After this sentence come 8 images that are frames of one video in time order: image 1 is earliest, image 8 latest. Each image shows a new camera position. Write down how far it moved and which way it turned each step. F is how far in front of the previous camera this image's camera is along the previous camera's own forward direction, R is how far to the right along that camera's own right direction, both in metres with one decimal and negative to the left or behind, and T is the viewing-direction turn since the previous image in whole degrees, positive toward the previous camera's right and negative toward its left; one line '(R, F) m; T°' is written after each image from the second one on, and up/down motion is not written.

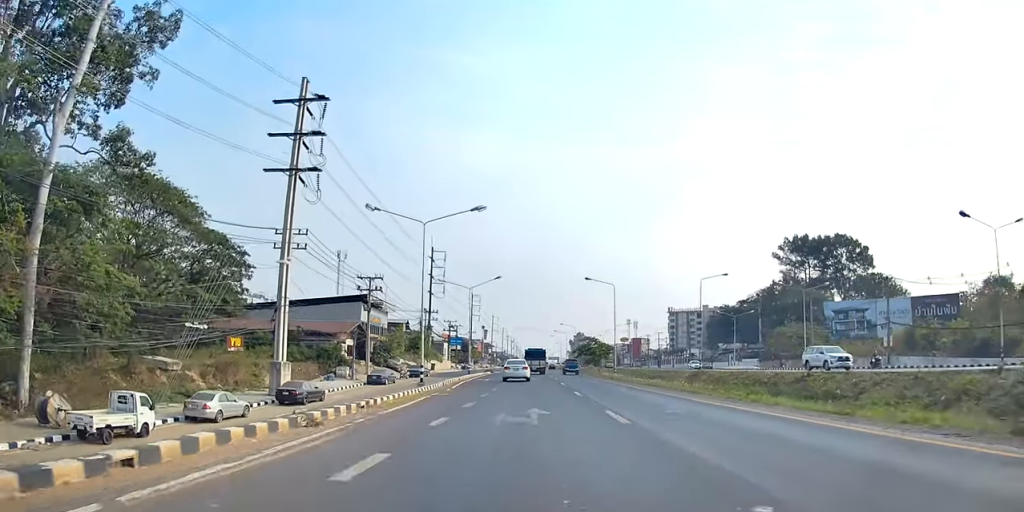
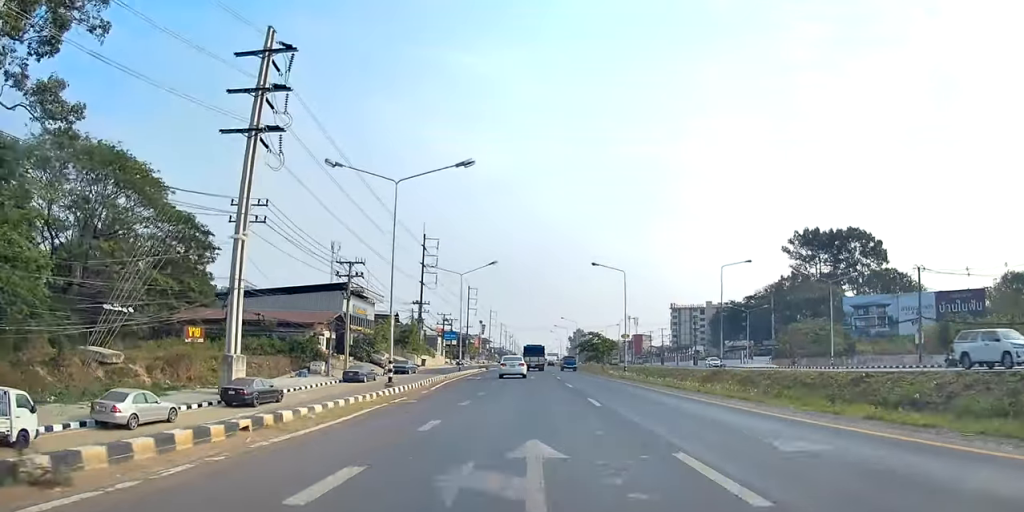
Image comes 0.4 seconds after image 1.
(-0.2, +7.7) m; -1°
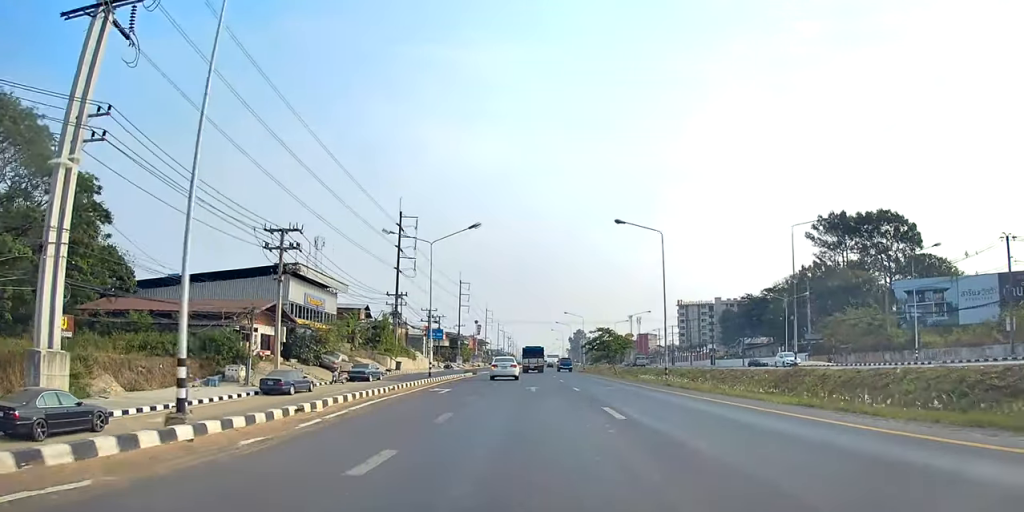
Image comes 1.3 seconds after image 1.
(-0.2, +16.4) m; -1°
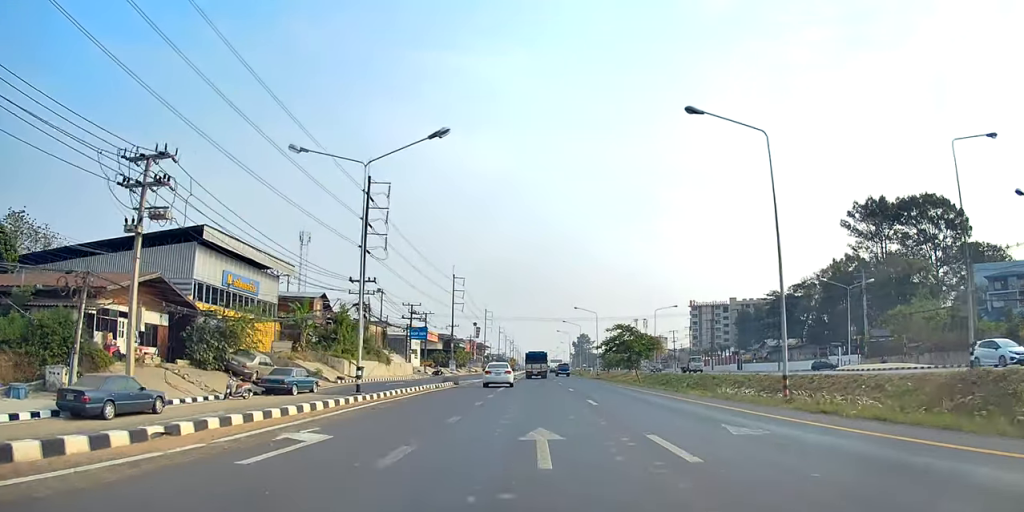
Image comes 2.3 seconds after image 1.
(0.0, +17.3) m; 0°
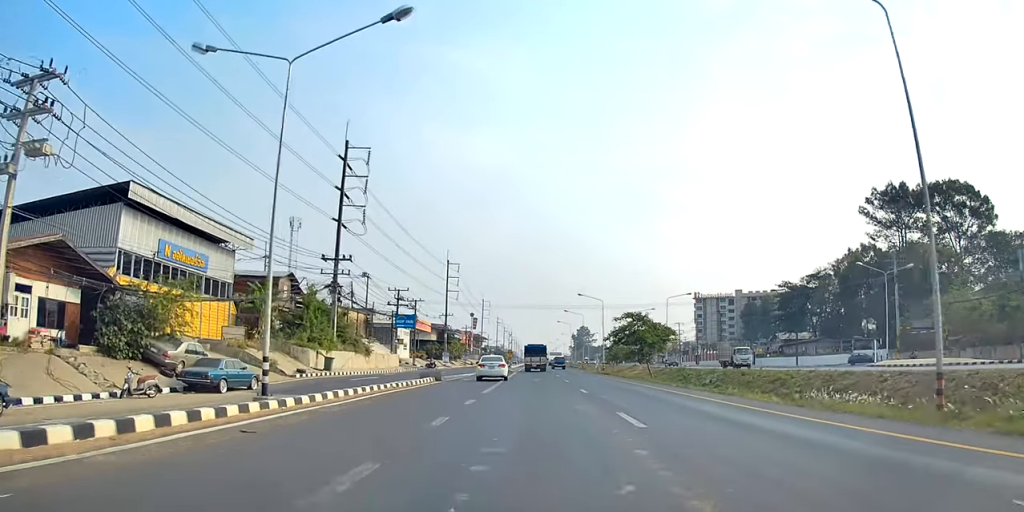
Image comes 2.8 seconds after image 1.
(0.0, +8.3) m; 0°
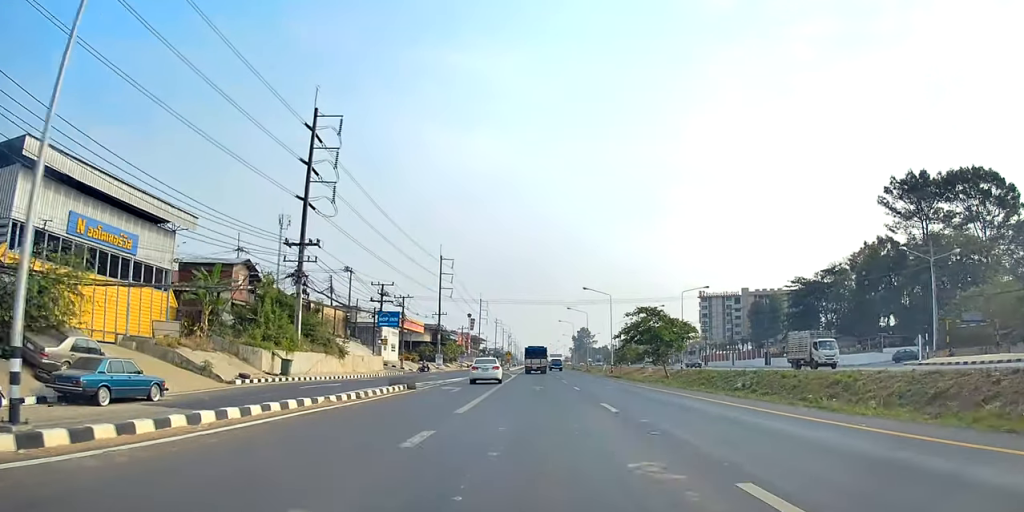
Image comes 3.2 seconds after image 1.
(0.0, +8.0) m; 0°
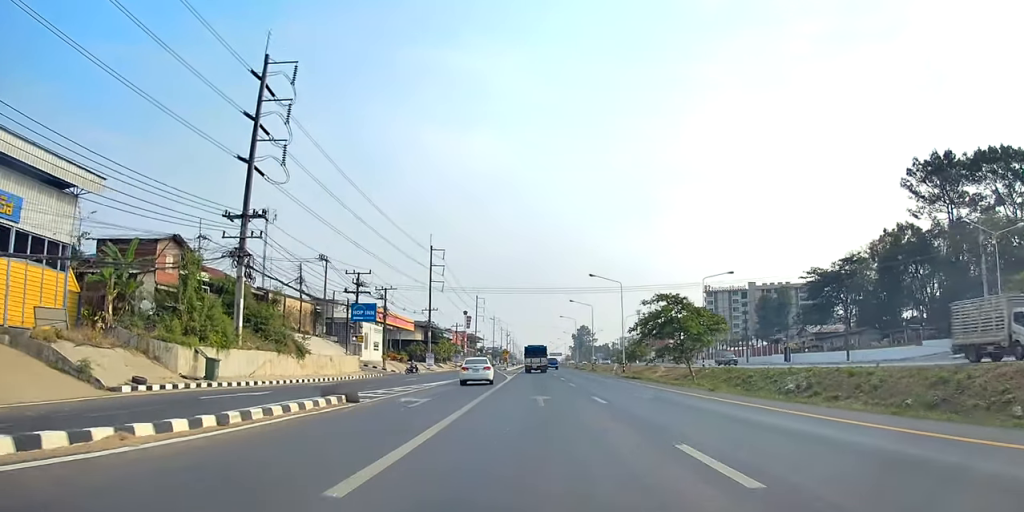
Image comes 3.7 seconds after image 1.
(0.0, +9.4) m; -1°
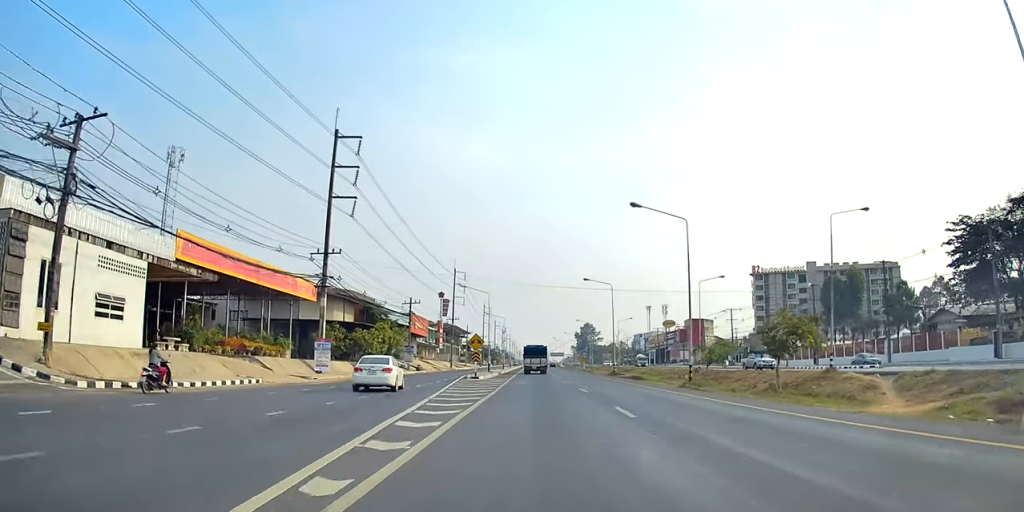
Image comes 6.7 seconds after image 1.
(-0.2, +52.2) m; +2°
